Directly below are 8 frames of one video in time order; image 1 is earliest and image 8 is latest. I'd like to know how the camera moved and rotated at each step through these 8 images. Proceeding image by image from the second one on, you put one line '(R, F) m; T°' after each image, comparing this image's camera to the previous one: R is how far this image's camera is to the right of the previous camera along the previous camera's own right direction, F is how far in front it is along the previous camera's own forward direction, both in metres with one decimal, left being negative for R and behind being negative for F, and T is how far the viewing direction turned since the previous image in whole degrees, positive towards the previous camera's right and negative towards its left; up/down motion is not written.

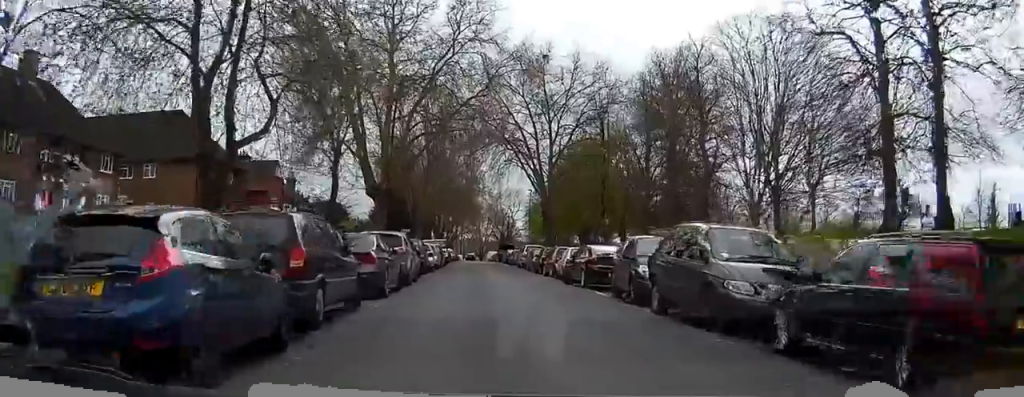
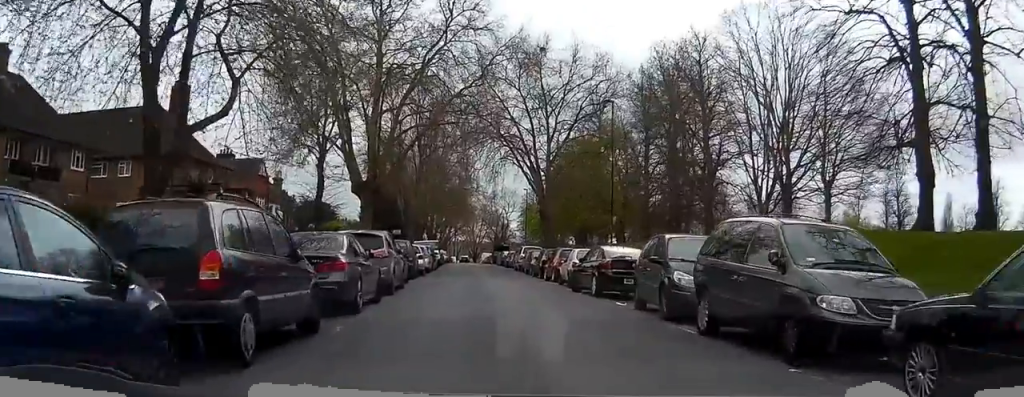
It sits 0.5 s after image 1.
(+0.1, +3.1) m; +2°
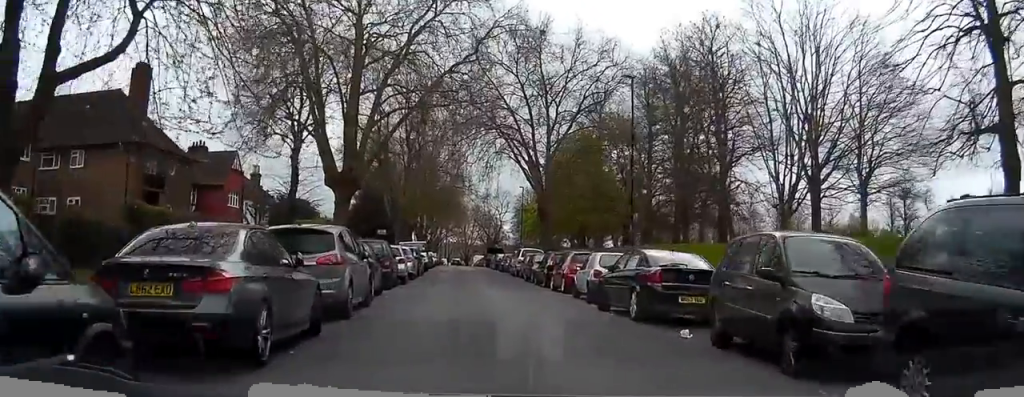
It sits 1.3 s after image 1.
(+0.2, +5.9) m; +3°
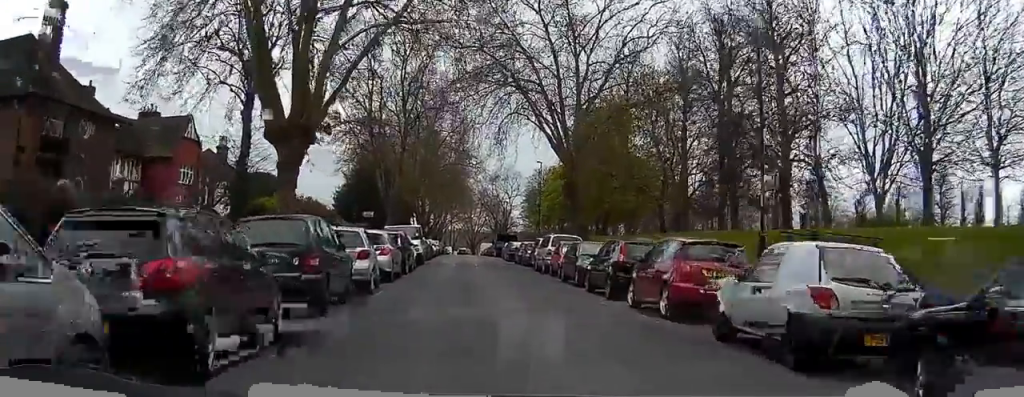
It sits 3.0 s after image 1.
(+0.1, +13.2) m; -1°
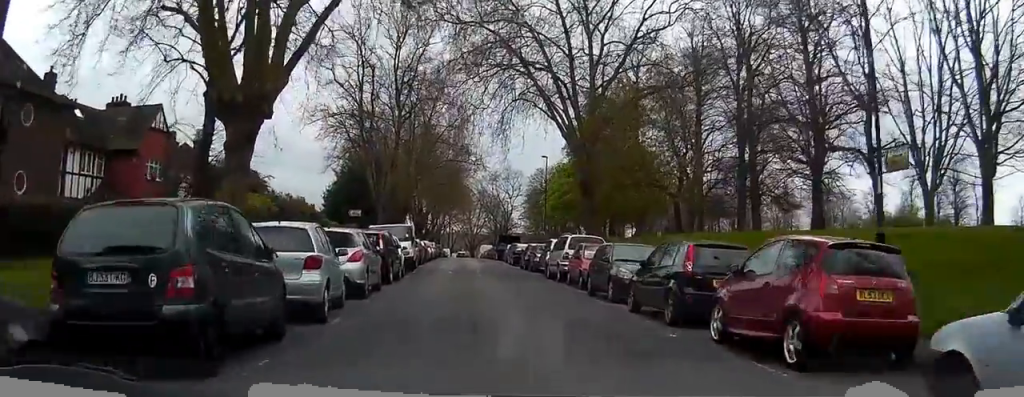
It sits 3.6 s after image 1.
(-0.1, +5.5) m; -1°
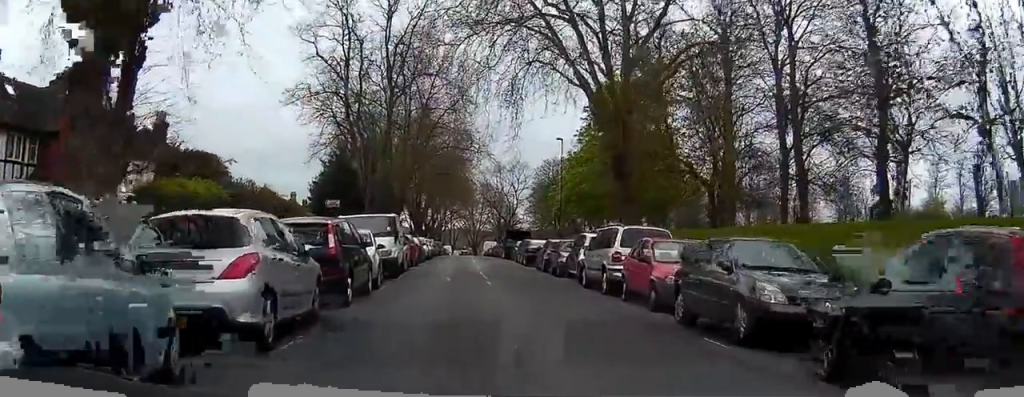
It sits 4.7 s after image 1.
(-0.1, +9.0) m; -2°
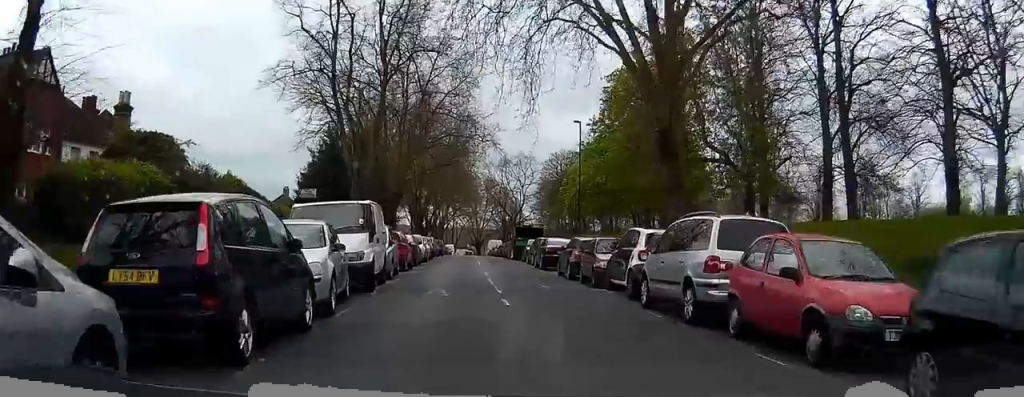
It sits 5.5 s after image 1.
(-0.1, +6.9) m; -2°
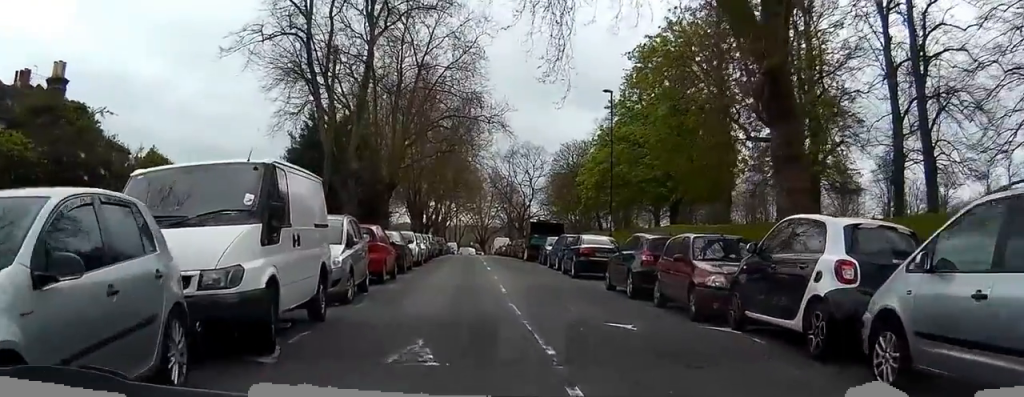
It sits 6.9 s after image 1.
(-0.3, +10.0) m; -1°
